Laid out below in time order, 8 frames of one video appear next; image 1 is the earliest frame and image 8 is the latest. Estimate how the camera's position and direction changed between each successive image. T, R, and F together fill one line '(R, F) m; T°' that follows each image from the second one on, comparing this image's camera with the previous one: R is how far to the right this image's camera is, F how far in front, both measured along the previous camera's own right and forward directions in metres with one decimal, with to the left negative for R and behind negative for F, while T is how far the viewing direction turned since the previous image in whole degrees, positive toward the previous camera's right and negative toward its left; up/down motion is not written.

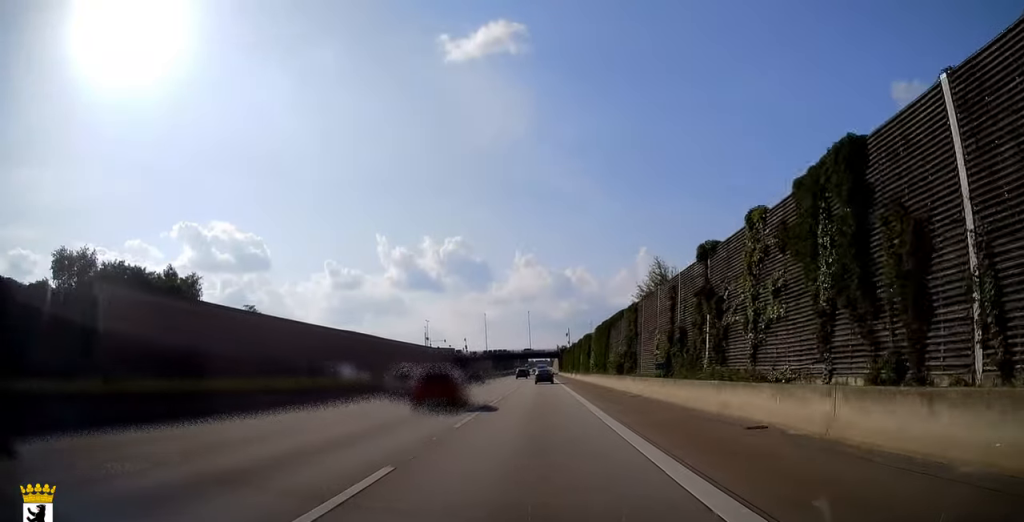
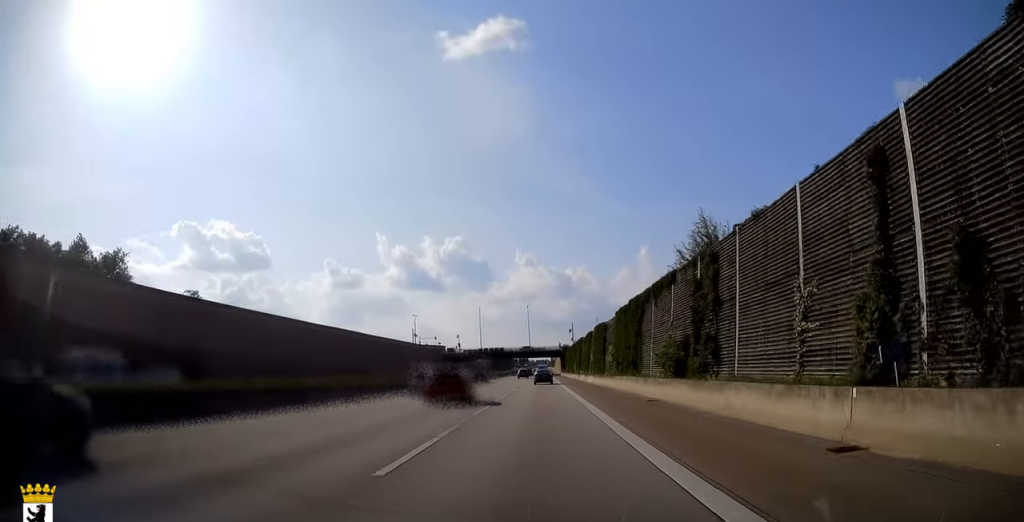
(-0.2, +19.5) m; 0°
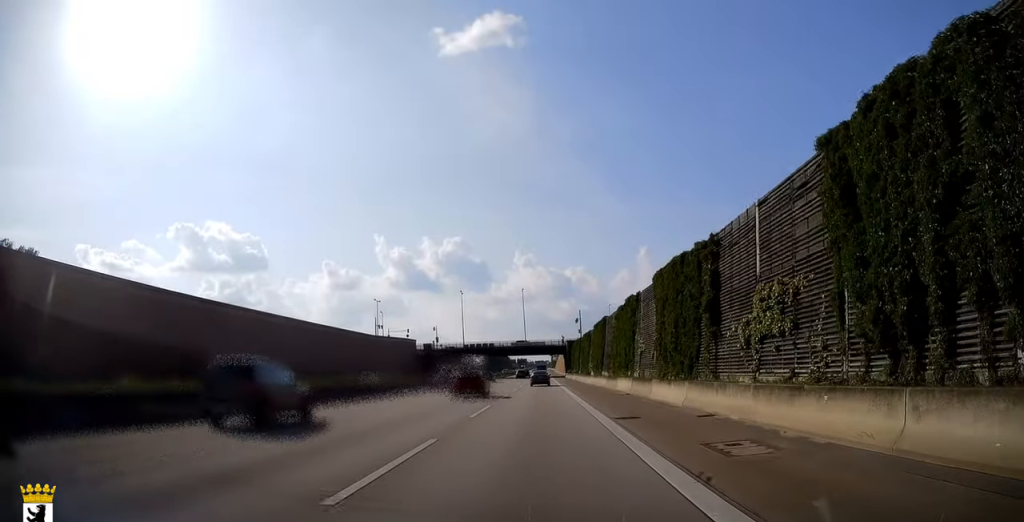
(0.0, +38.6) m; 0°
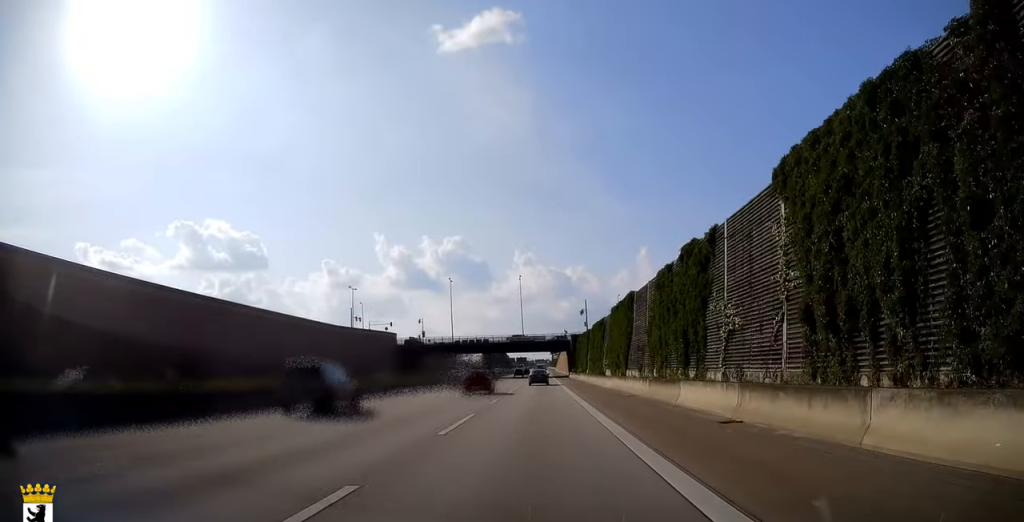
(0.0, +17.3) m; 0°
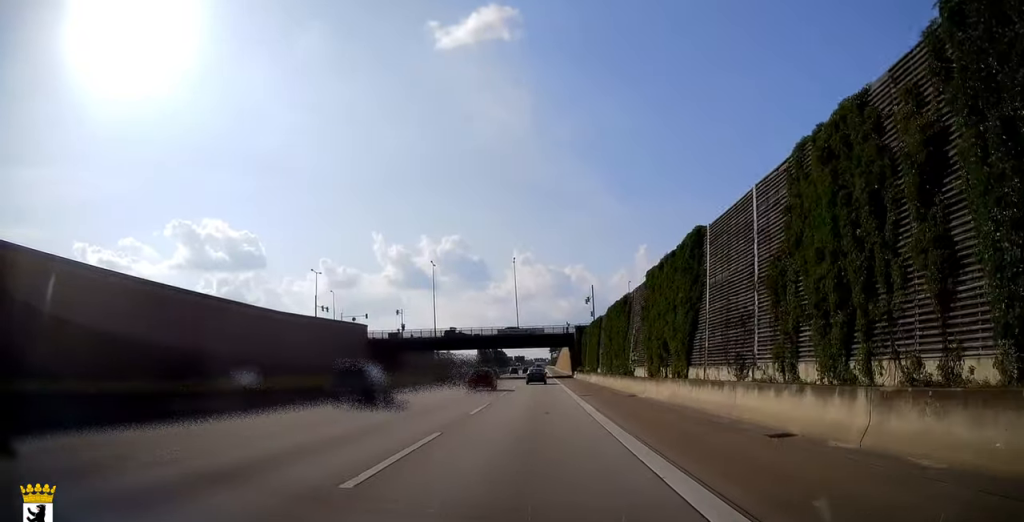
(0.0, +18.2) m; 0°
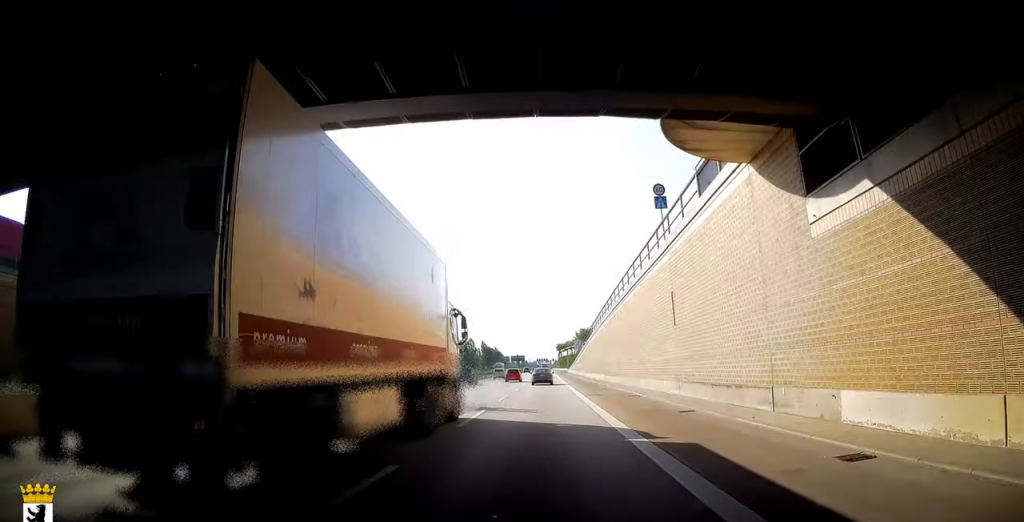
(-0.4, +98.0) m; 0°
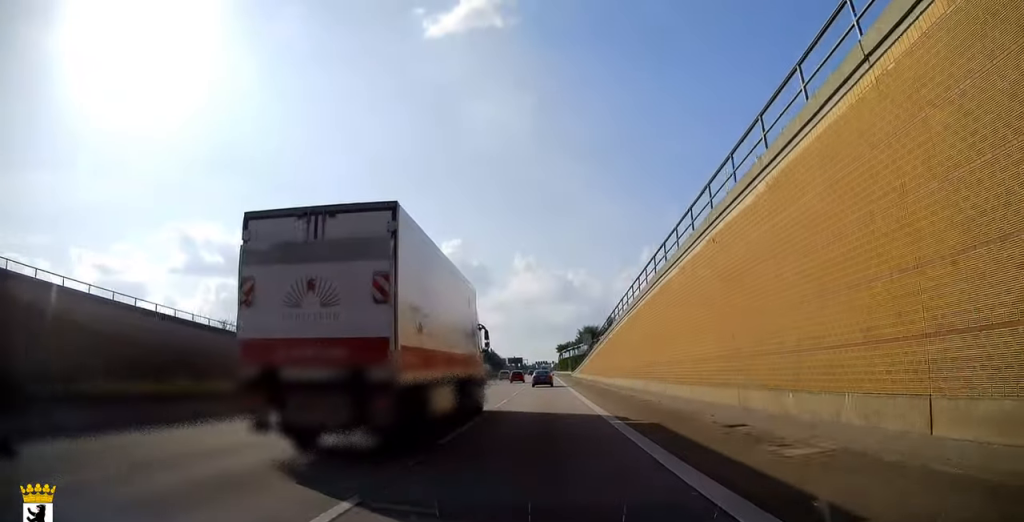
(+0.3, +25.7) m; 0°
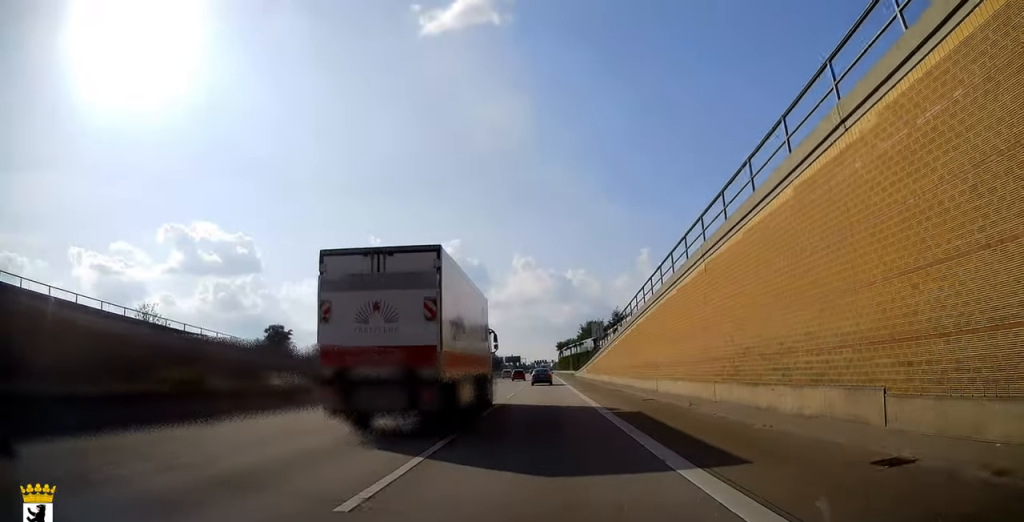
(-0.1, +18.4) m; 0°
